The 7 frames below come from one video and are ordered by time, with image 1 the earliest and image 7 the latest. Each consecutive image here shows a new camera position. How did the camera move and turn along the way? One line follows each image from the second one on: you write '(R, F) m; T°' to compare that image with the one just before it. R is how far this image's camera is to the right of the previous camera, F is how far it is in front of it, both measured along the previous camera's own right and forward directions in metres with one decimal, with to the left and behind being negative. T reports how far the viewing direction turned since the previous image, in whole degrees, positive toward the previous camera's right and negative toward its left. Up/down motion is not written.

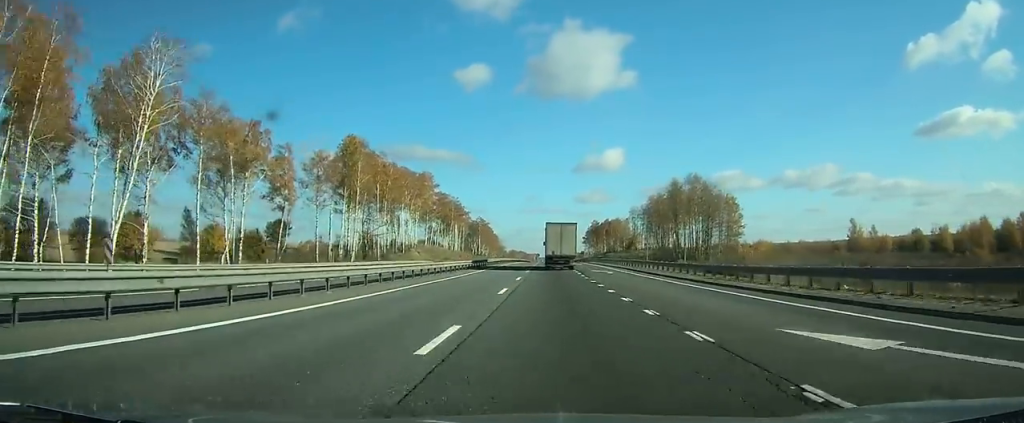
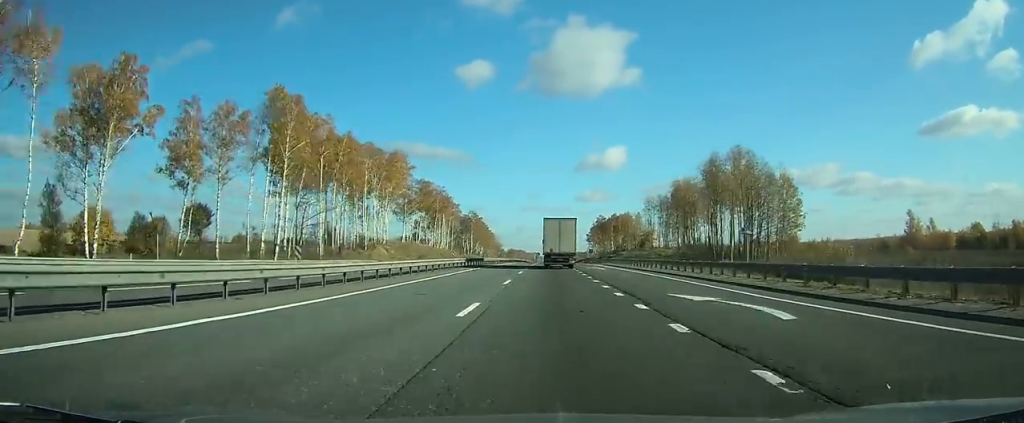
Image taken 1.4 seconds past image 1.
(0.0, +31.8) m; 0°
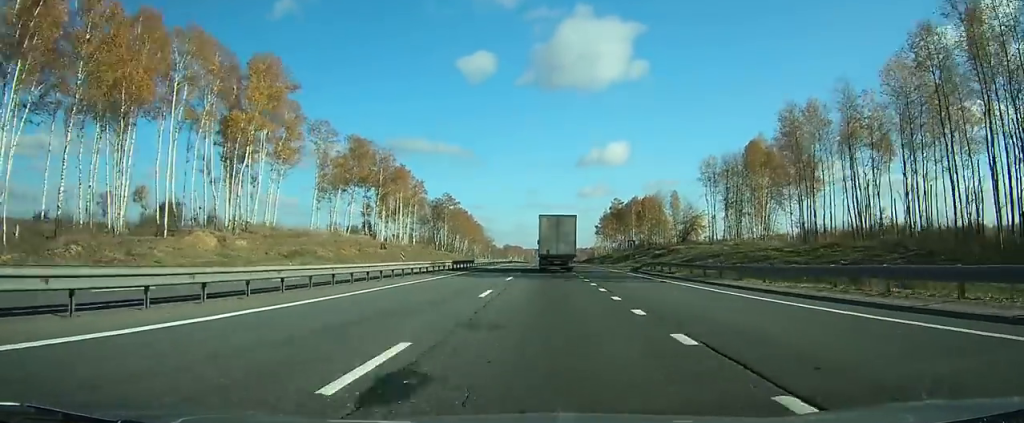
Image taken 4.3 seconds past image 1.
(0.0, +63.8) m; 0°
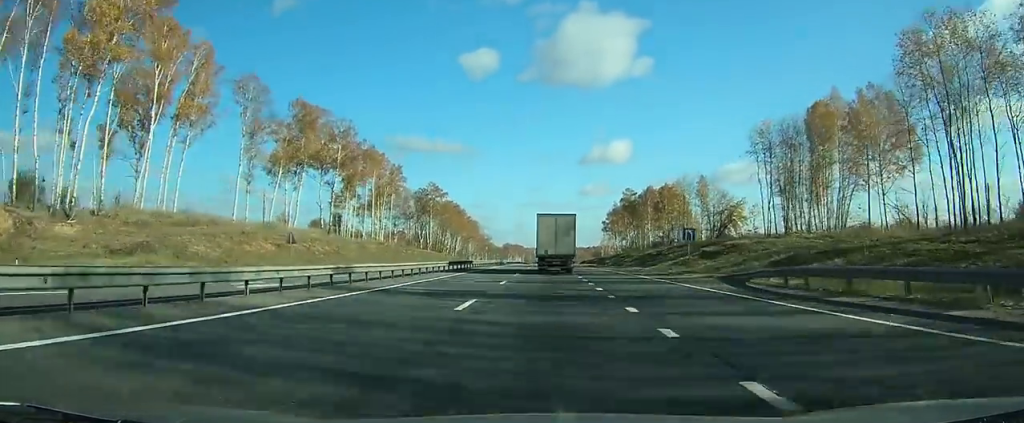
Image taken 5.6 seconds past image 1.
(0.0, +26.8) m; 0°
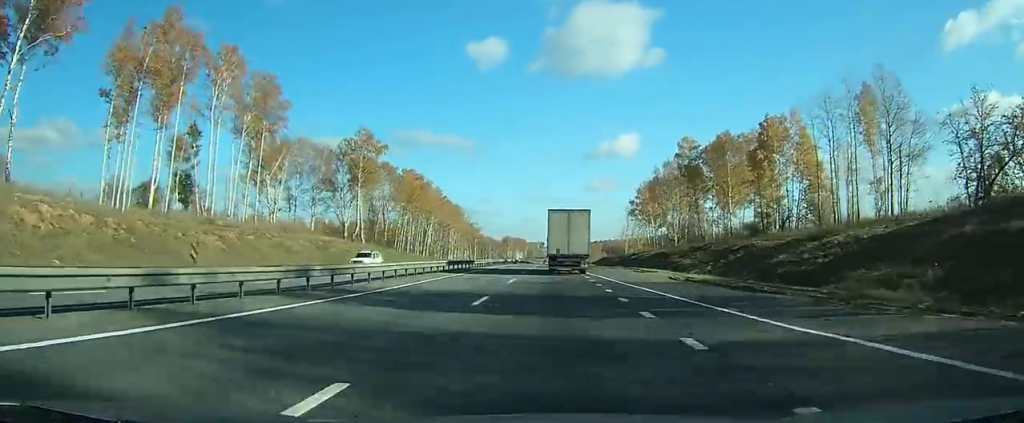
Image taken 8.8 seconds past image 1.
(-0.2, +71.6) m; 0°
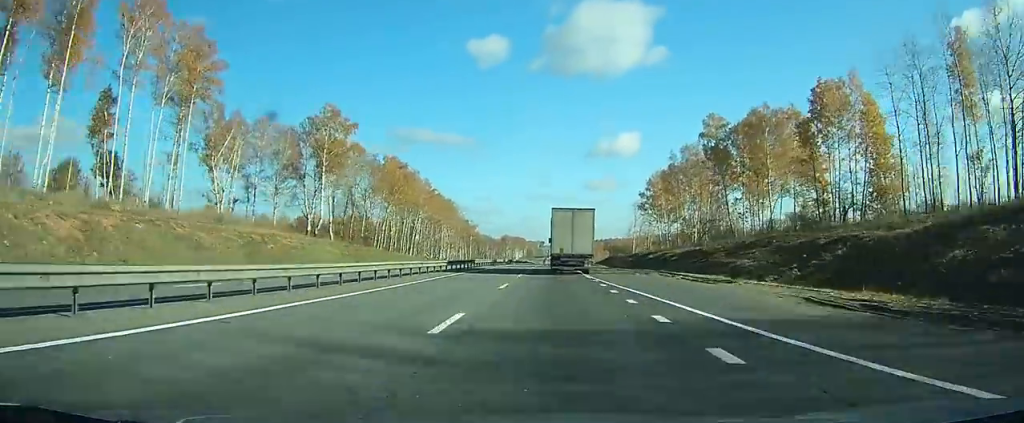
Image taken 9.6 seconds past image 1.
(-0.1, +18.0) m; 0°
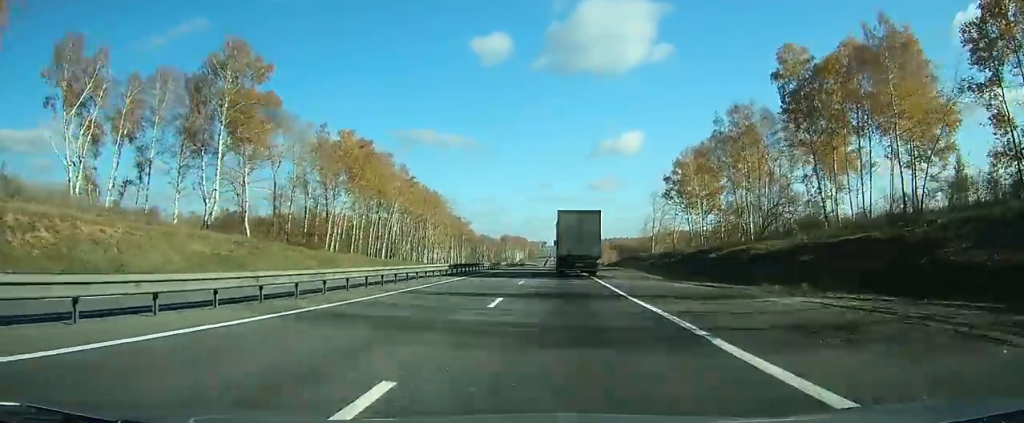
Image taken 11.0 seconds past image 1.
(+0.1, +31.0) m; 0°
